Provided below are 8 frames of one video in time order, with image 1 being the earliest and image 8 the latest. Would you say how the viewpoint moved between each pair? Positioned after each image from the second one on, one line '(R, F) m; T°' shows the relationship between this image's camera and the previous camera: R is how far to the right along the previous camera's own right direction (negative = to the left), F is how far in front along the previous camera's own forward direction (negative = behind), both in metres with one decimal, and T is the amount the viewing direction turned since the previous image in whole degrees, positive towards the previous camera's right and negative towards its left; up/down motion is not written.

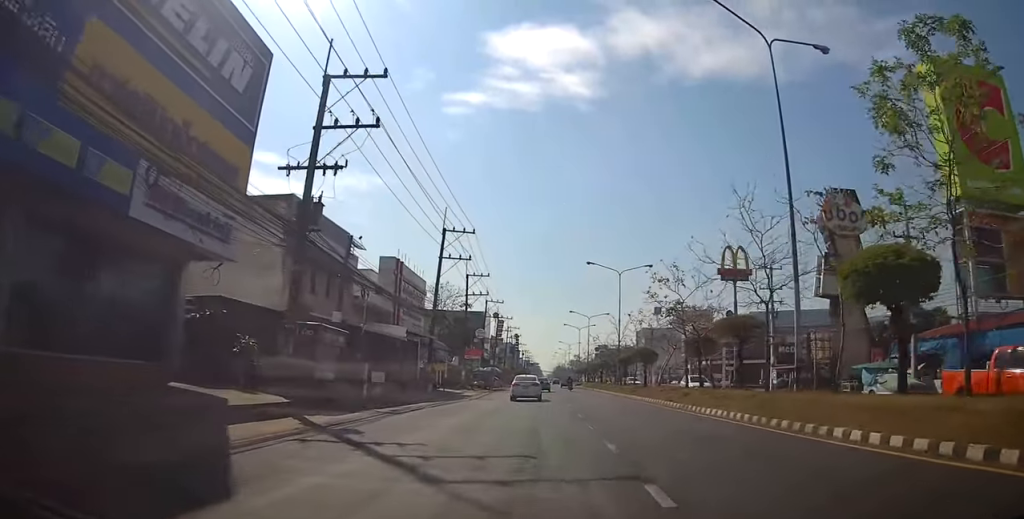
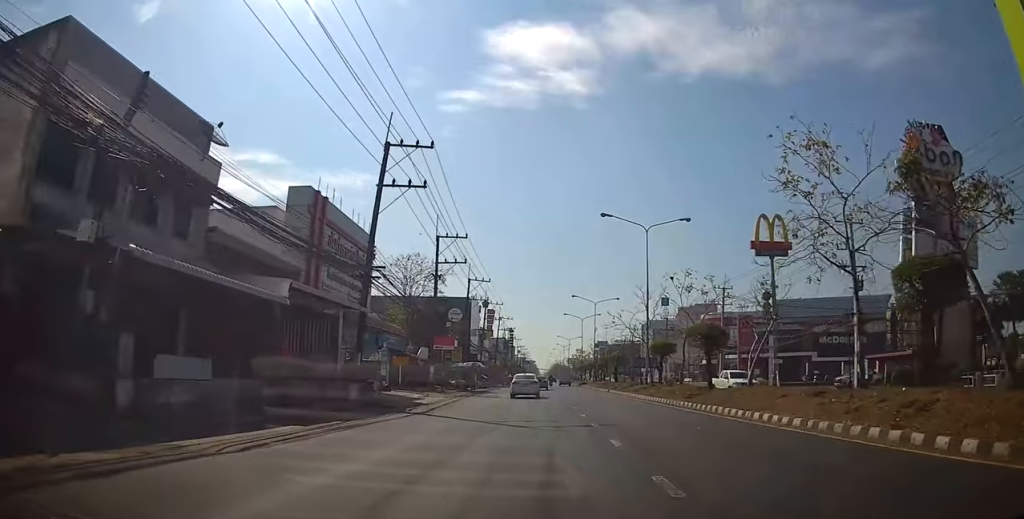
(0.0, +14.7) m; 0°
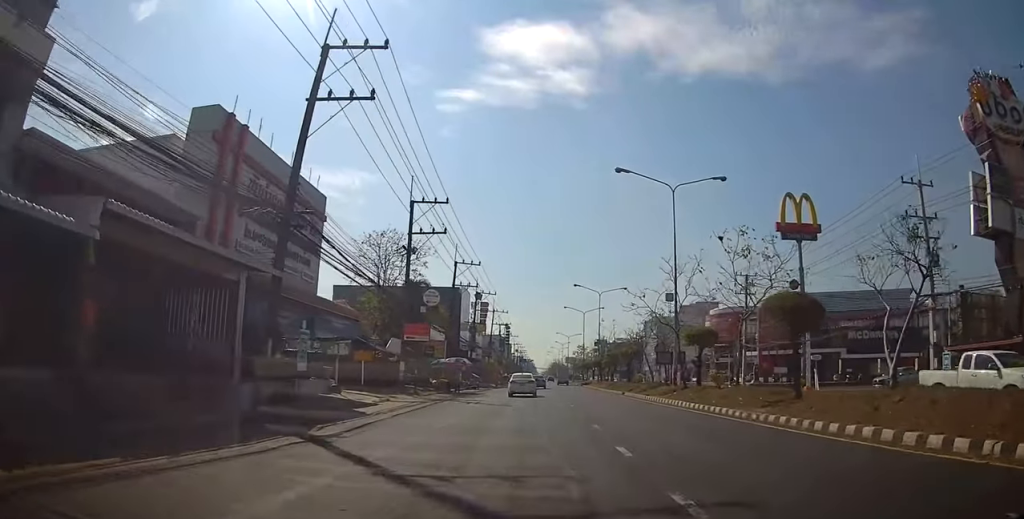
(0.0, +8.0) m; 0°
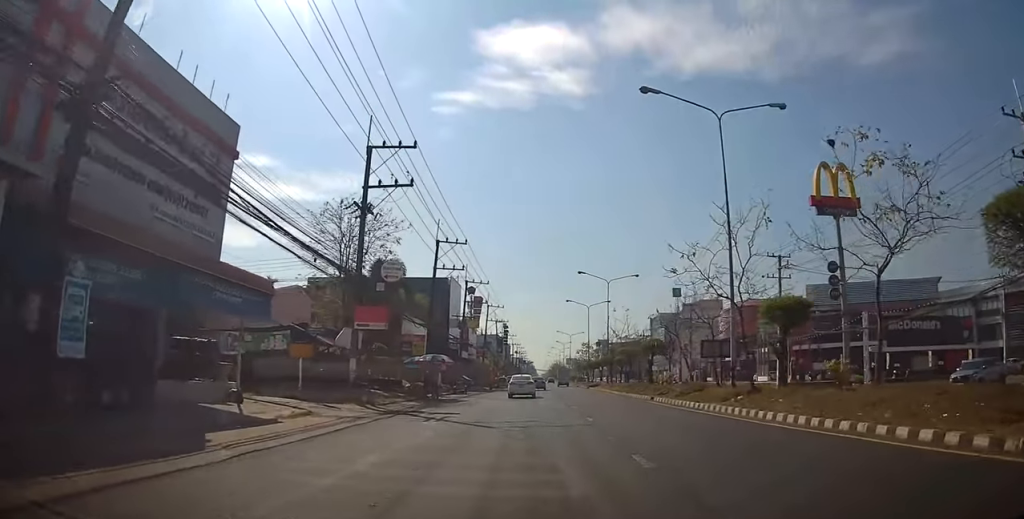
(+0.1, +8.6) m; 0°
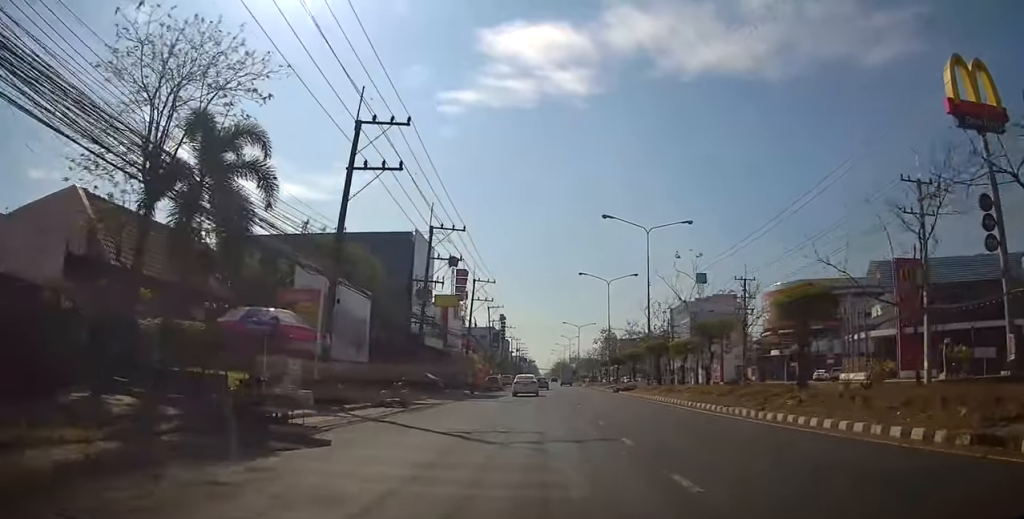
(+0.1, +20.4) m; +1°
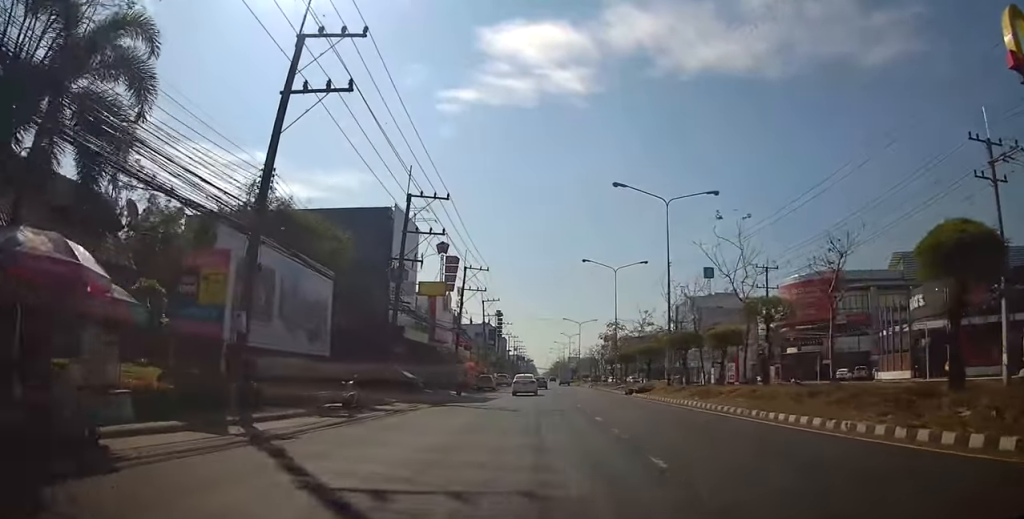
(0.0, +6.4) m; 0°
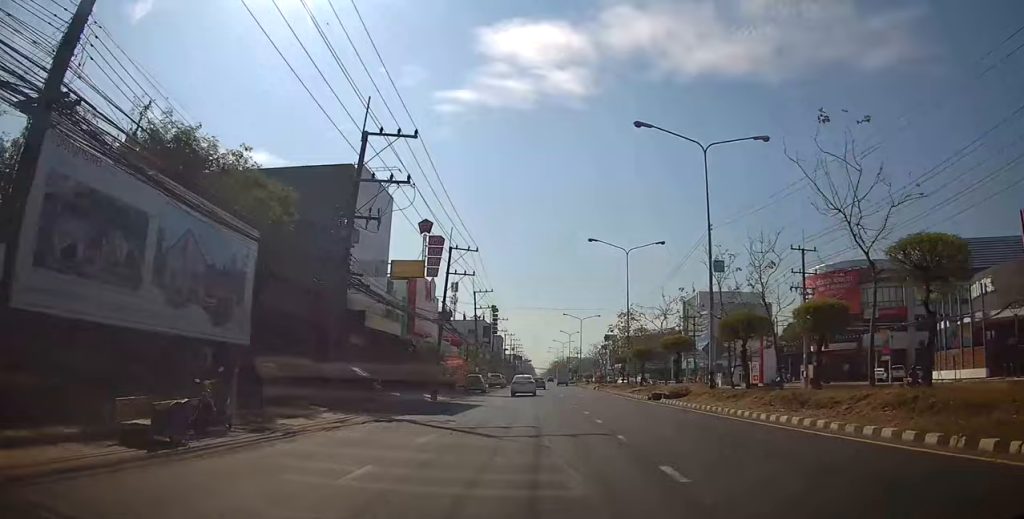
(0.0, +8.3) m; 0°
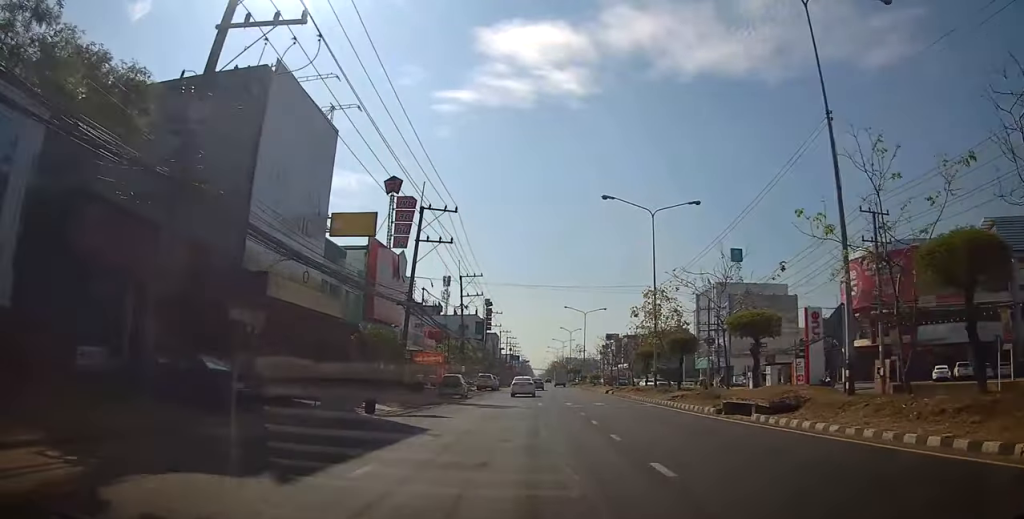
(0.0, +11.1) m; 0°
